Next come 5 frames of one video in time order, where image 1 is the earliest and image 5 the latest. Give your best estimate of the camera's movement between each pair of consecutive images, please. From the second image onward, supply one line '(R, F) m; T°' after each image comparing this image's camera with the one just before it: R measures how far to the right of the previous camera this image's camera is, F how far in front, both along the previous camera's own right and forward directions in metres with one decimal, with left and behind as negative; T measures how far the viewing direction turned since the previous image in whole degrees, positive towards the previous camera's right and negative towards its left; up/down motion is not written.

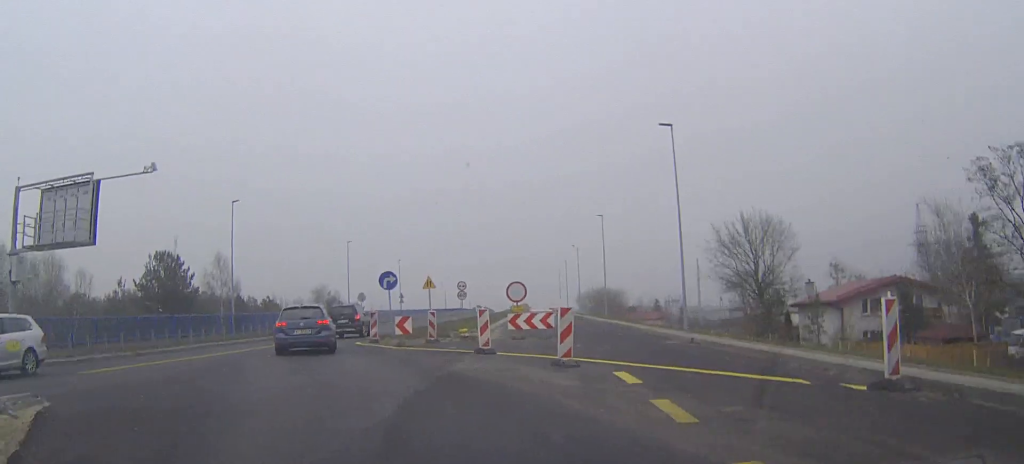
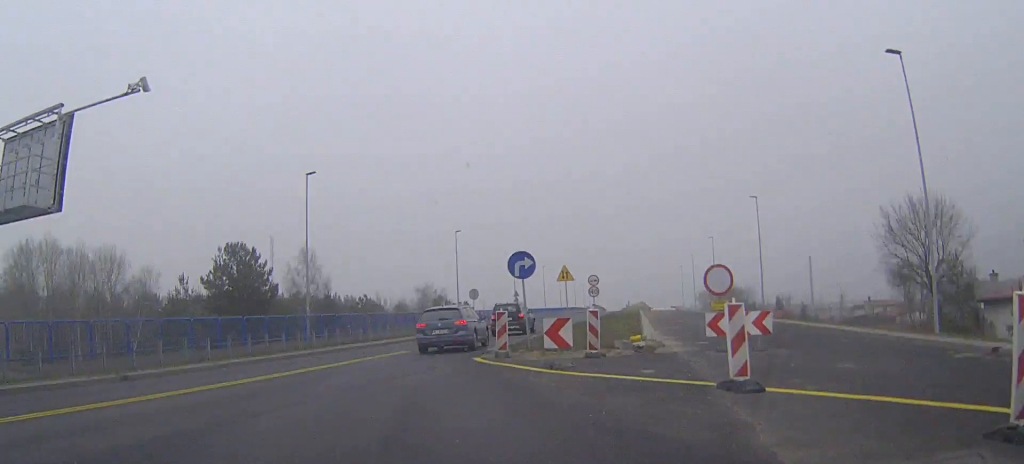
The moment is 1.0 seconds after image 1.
(-0.6, +10.0) m; -8°
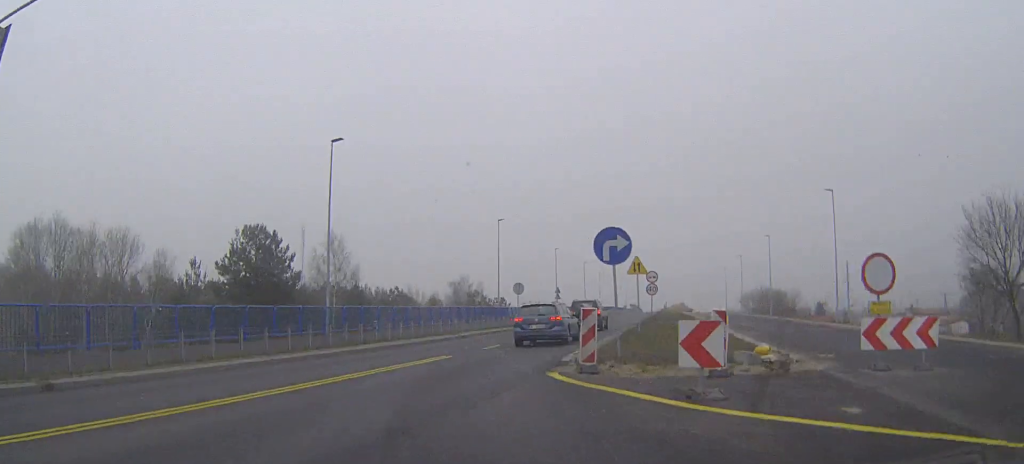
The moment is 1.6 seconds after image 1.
(-0.5, +5.7) m; -2°
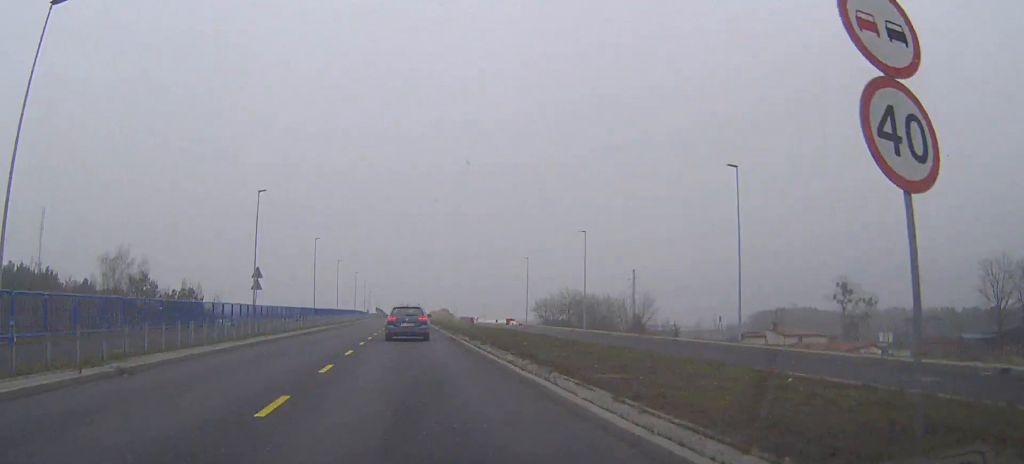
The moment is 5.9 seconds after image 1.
(+8.3, +43.2) m; +17°
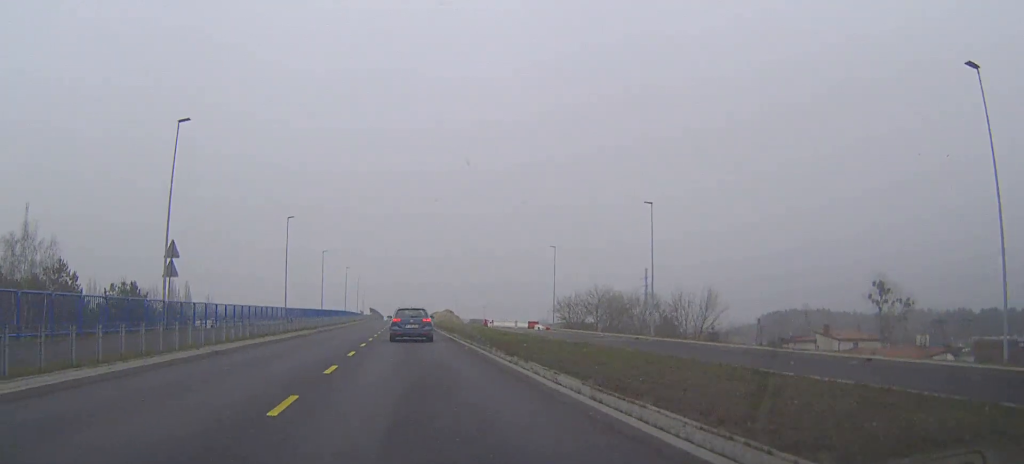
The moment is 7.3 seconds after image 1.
(0.0, +17.6) m; 0°
